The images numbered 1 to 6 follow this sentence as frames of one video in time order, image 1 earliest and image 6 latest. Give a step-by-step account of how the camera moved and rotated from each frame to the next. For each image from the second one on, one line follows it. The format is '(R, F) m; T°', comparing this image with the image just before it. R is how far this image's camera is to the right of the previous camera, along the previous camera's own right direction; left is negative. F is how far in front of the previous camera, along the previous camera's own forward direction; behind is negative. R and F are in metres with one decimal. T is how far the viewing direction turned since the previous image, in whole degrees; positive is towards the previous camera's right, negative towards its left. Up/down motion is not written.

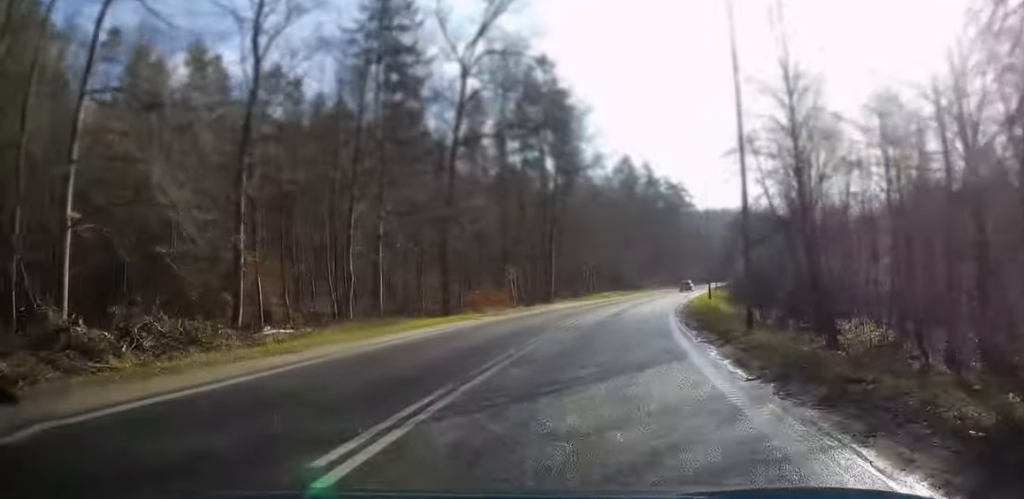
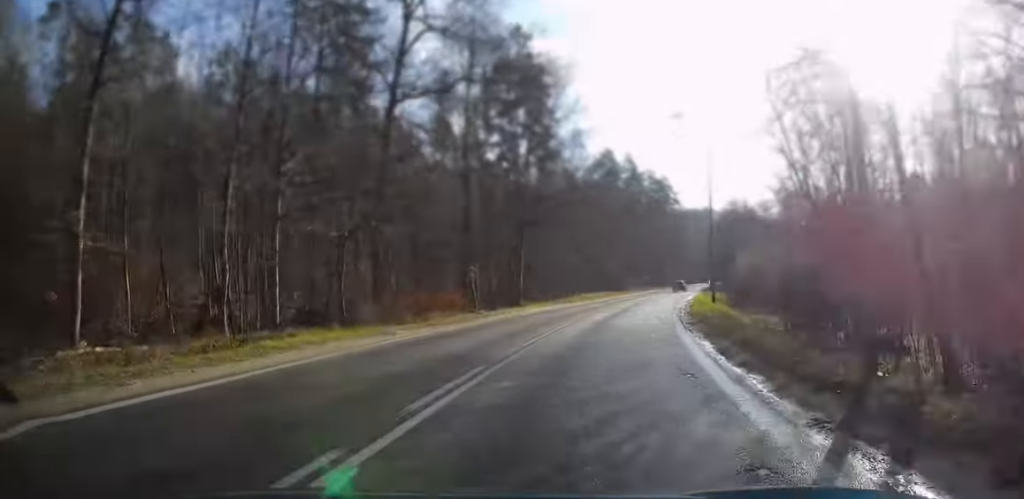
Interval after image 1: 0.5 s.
(+0.1, +9.3) m; +2°
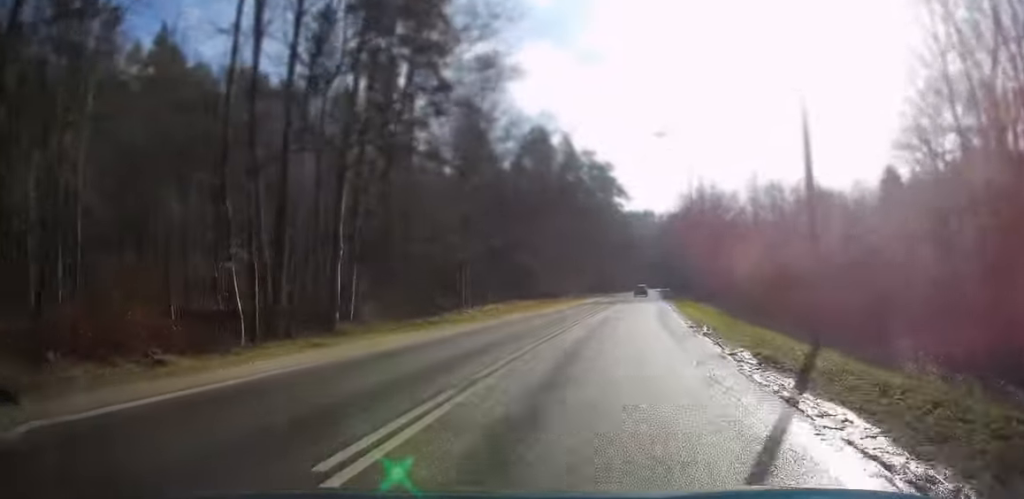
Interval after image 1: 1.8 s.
(+1.3, +26.3) m; +6°
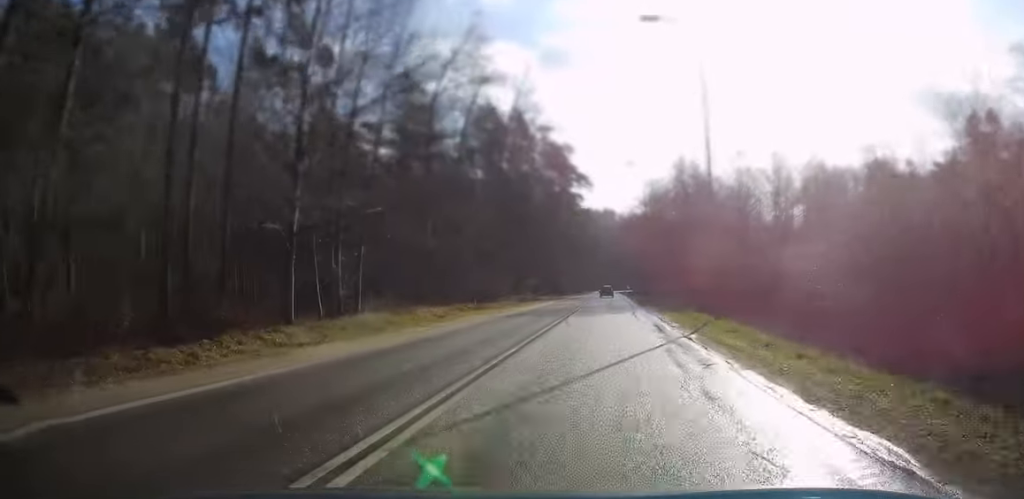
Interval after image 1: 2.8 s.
(+0.9, +19.5) m; +4°
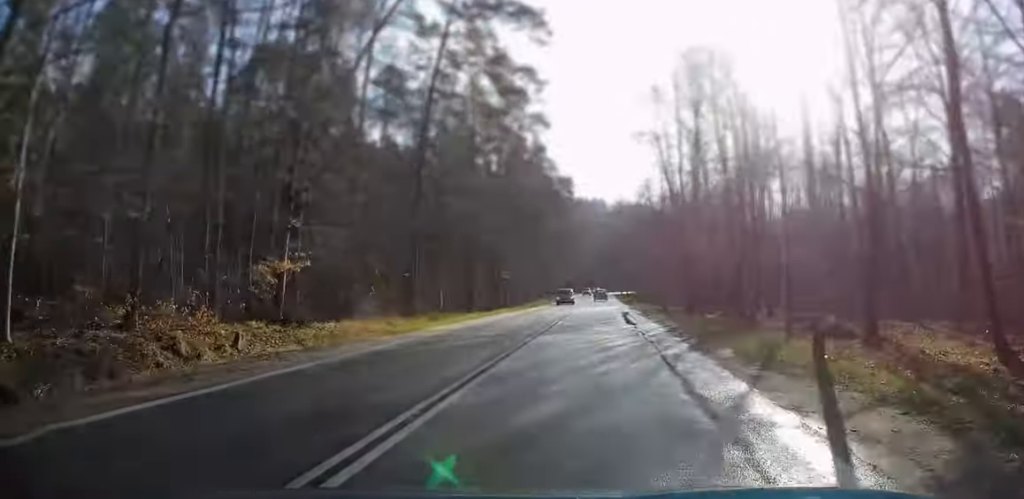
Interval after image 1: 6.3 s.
(+1.3, +71.9) m; +1°
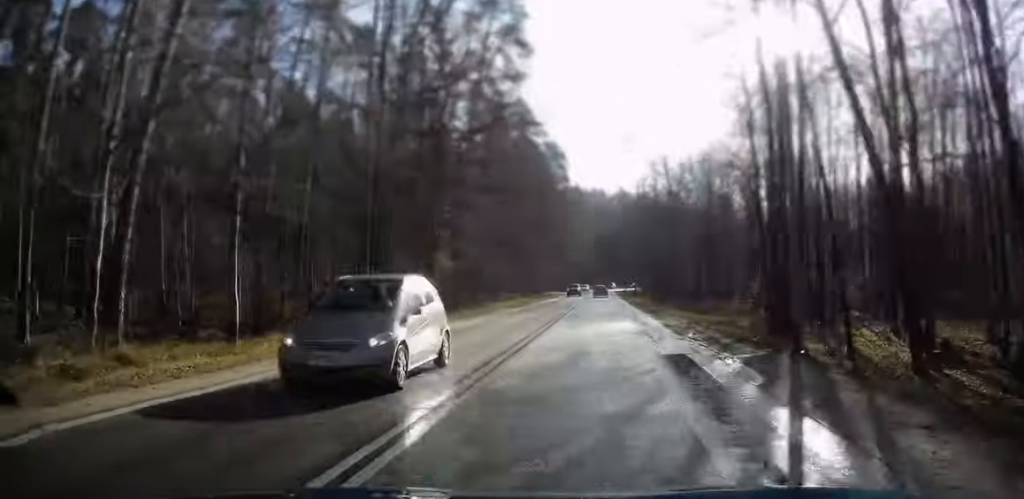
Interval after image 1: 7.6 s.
(0.0, +27.5) m; 0°
